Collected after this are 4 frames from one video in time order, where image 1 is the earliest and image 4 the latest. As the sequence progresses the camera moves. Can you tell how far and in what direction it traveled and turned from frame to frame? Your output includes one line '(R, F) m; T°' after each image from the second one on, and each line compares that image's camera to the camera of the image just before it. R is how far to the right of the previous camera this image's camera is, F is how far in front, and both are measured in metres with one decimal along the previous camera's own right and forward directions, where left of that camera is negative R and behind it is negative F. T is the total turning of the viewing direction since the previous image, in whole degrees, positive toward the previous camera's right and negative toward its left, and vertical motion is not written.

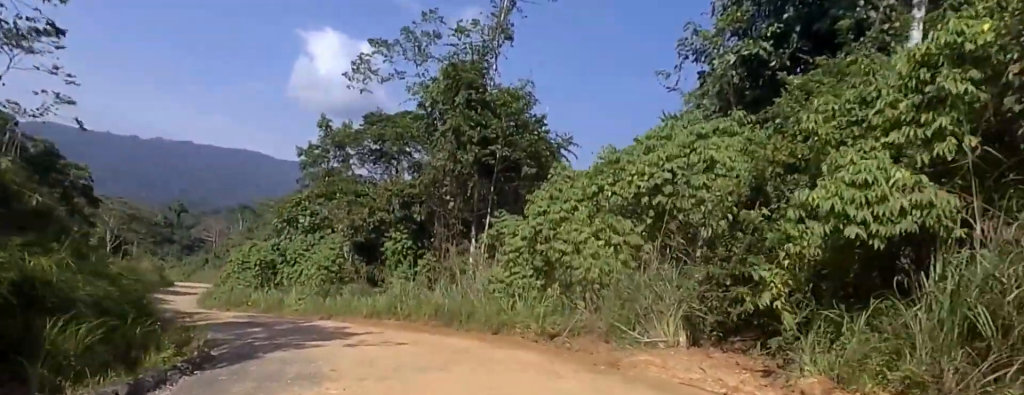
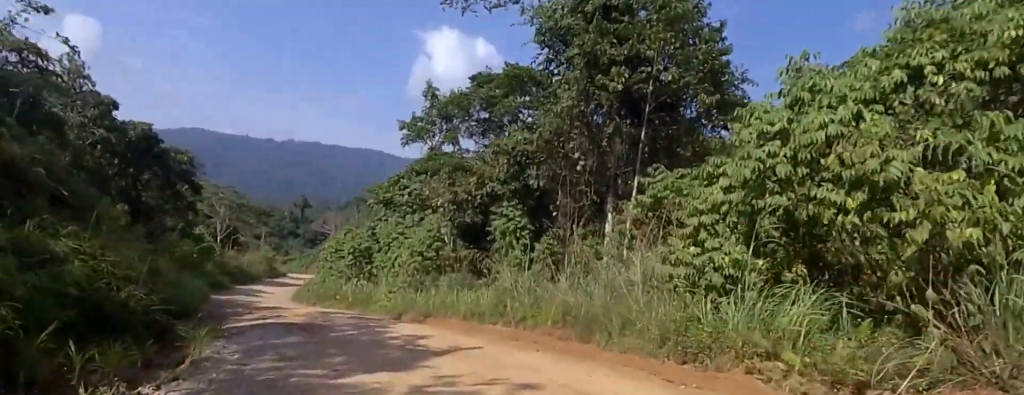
(0.0, +8.6) m; 0°
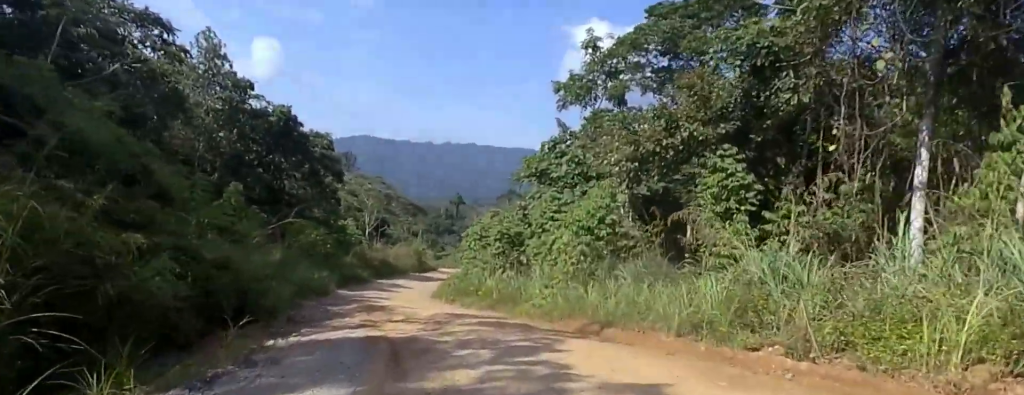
(-1.2, +9.2) m; -23°
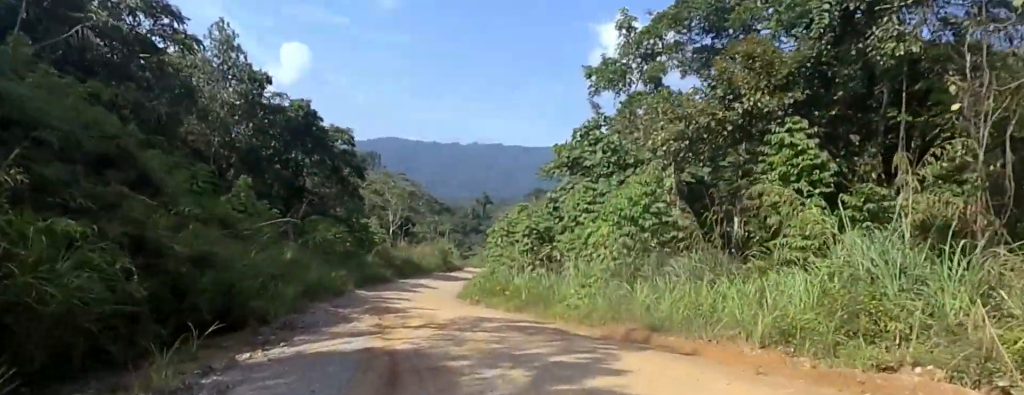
(-0.3, +2.5) m; -7°
